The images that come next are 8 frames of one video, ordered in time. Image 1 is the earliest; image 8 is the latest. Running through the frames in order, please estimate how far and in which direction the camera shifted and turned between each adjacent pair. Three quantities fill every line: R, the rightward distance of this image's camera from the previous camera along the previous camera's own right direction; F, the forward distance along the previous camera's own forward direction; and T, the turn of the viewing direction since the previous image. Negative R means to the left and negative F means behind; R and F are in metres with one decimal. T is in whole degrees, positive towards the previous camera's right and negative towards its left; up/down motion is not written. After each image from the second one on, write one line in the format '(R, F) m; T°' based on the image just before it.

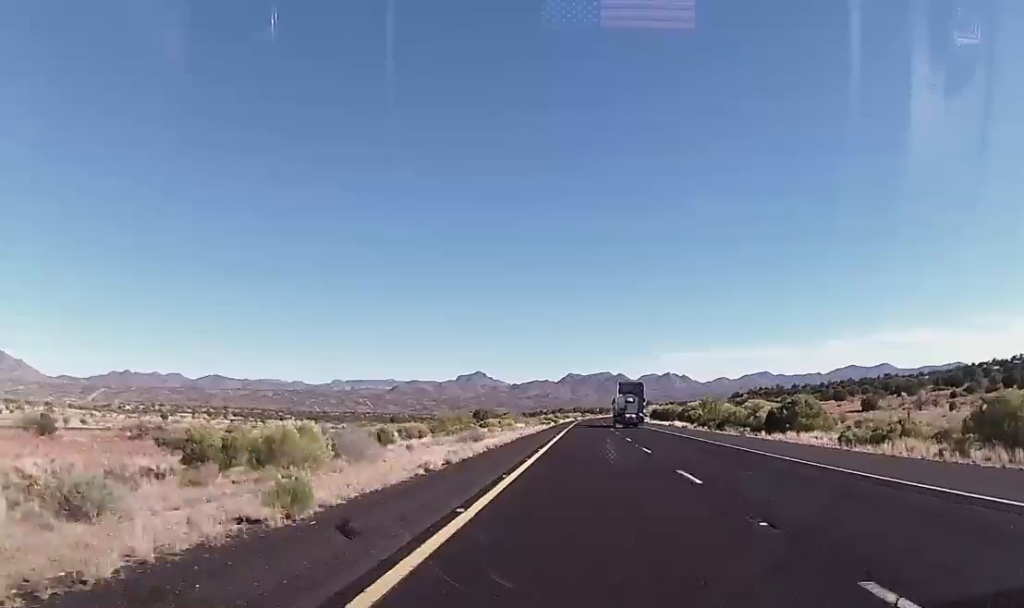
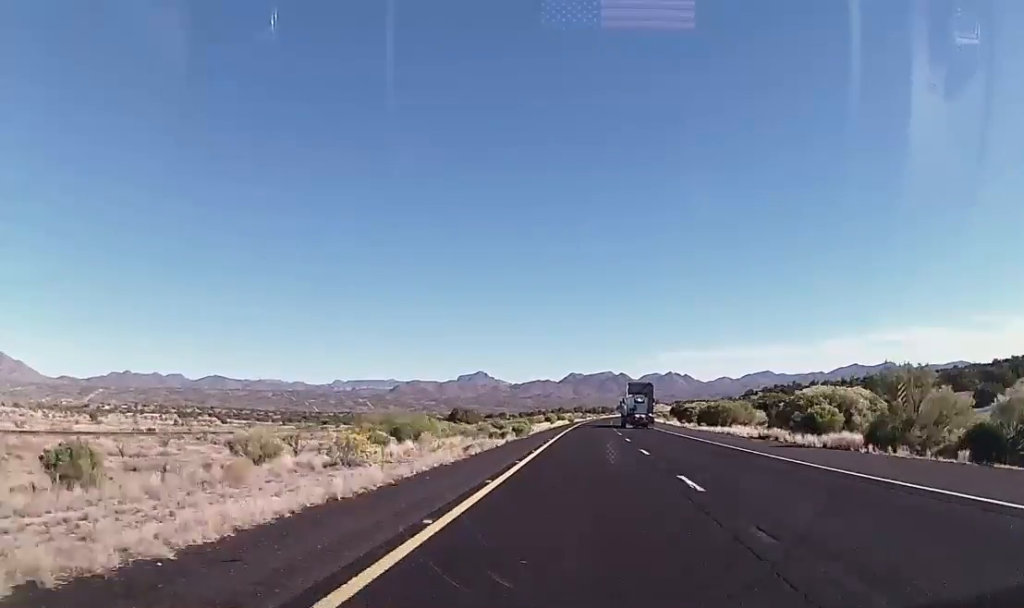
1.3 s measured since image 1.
(-0.6, +47.2) m; -1°
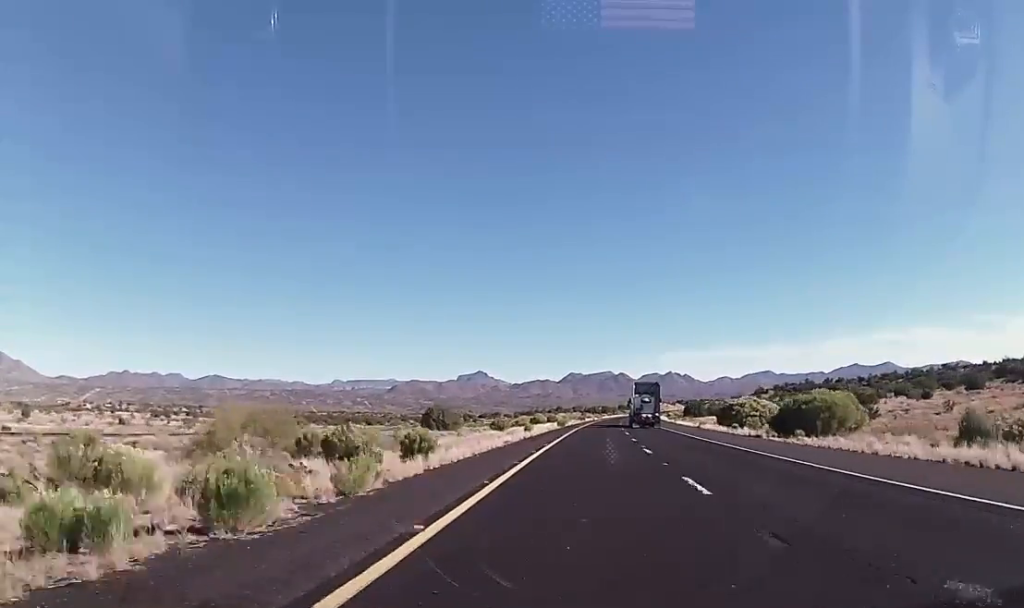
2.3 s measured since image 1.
(0.0, +35.8) m; +1°
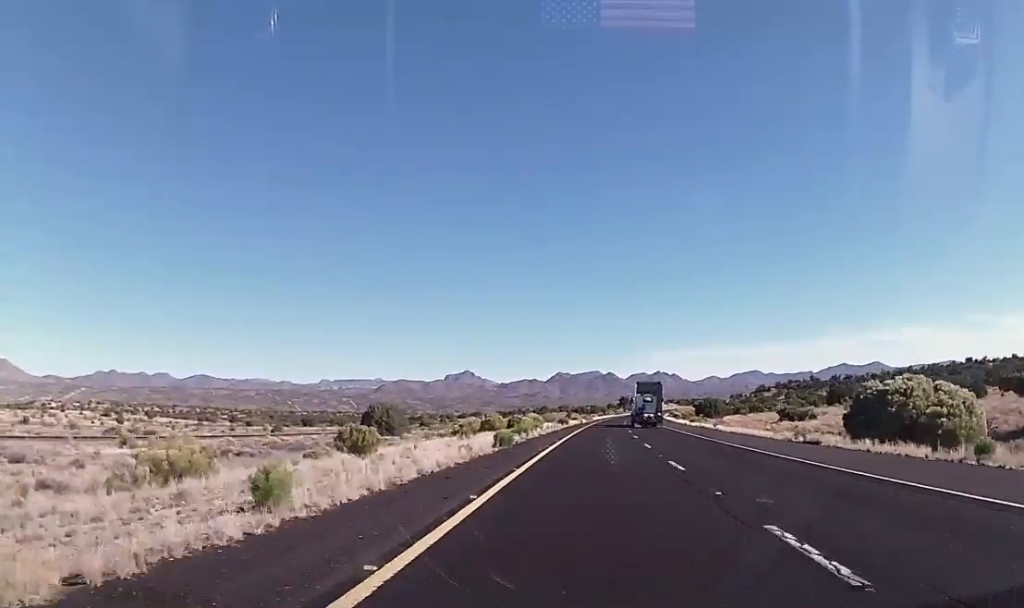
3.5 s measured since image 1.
(+0.2, +43.3) m; +1°
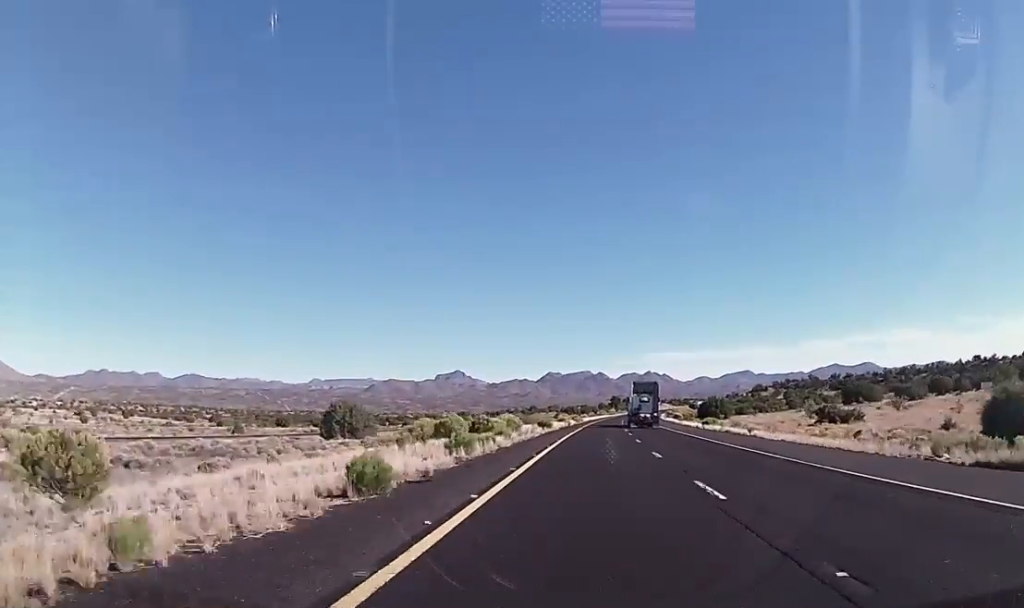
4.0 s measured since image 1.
(-0.4, +18.1) m; 0°
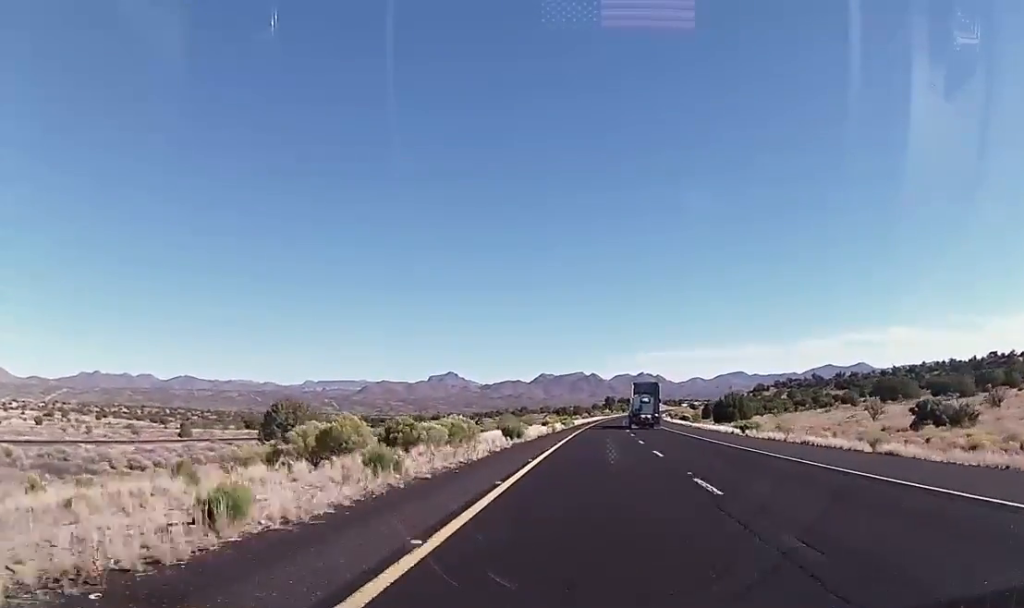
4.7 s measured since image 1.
(+0.7, +23.0) m; +1°
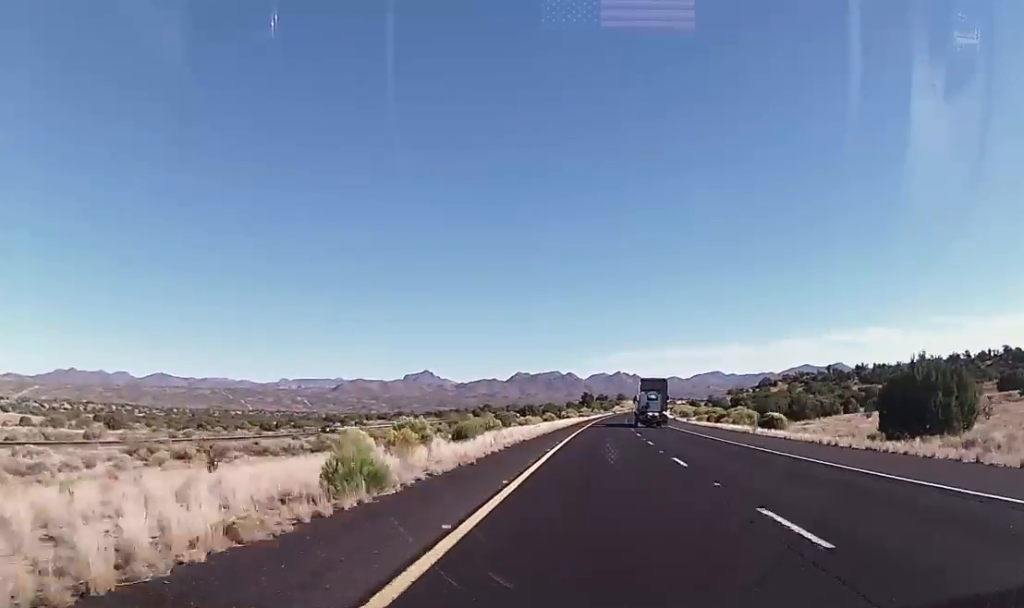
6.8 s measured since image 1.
(+0.4, +77.4) m; +1°
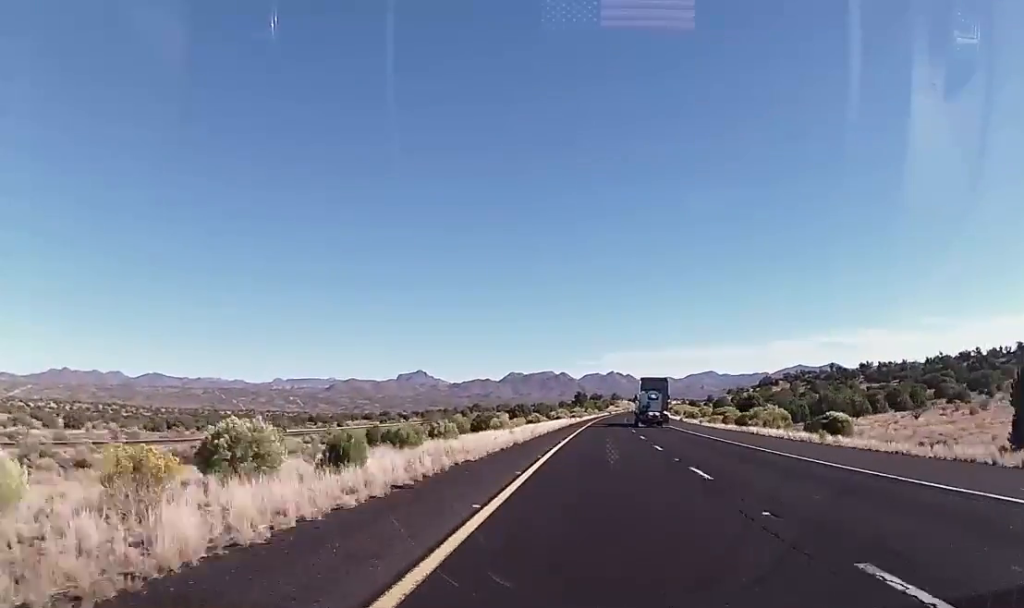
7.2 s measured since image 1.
(0.0, +16.1) m; +1°
